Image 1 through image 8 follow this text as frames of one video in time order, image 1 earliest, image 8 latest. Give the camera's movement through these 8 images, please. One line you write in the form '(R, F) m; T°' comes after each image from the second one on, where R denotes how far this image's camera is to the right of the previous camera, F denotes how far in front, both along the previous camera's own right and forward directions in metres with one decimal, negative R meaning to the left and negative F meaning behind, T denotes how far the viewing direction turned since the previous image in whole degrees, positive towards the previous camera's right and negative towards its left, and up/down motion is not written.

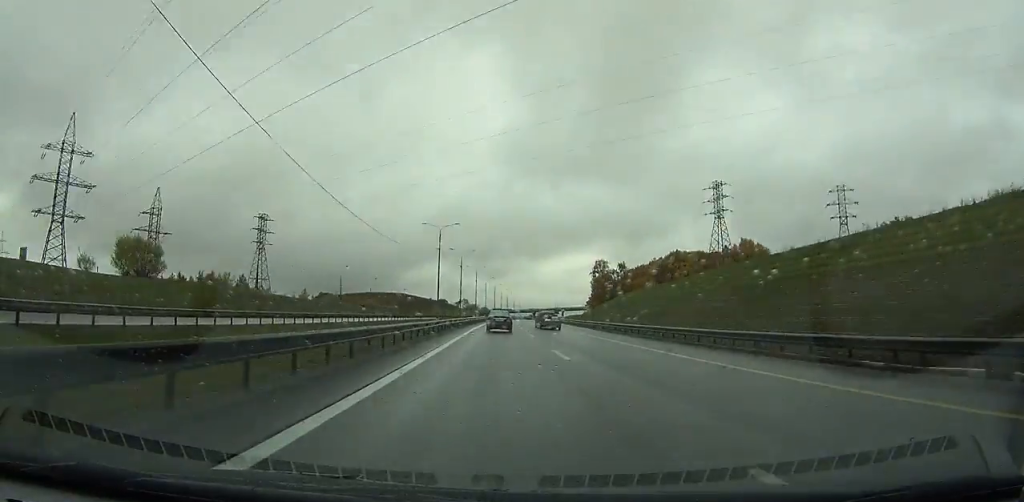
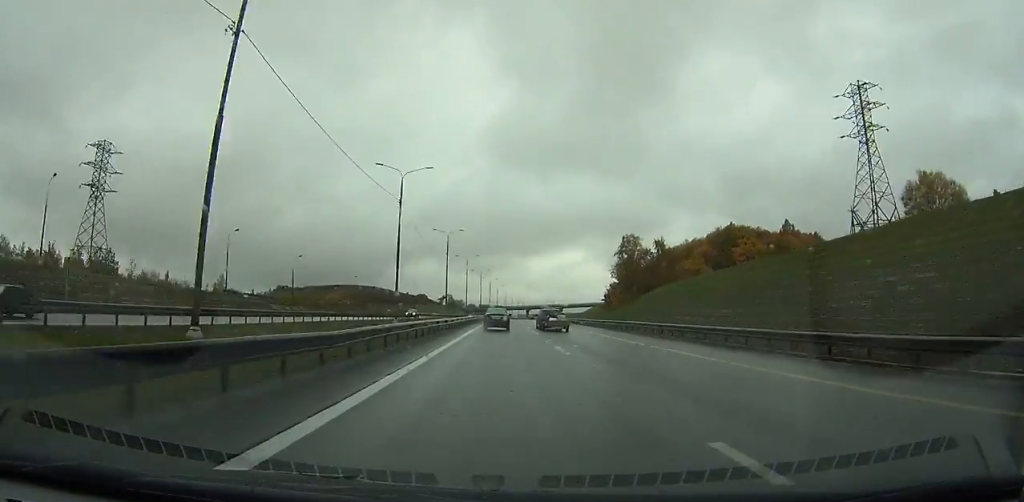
(+0.6, +61.8) m; +1°
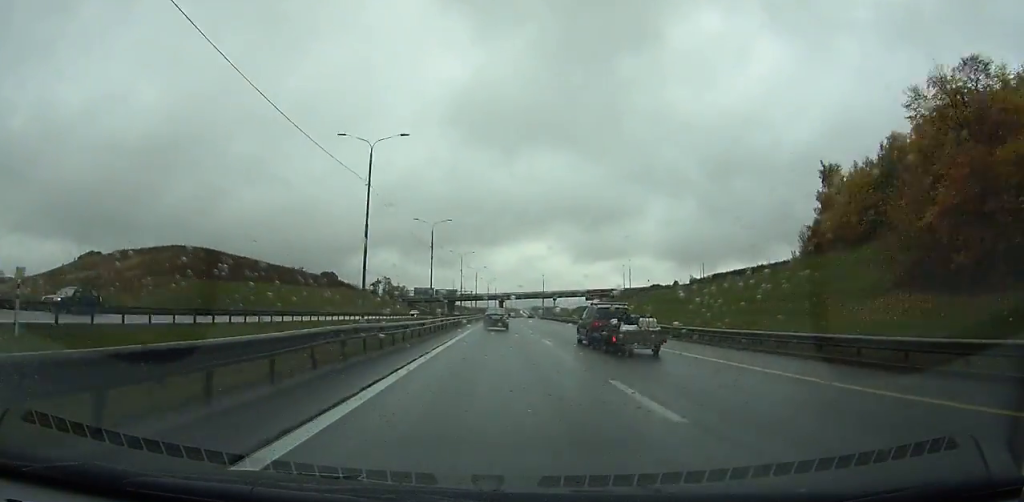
(+4.4, +152.5) m; +3°
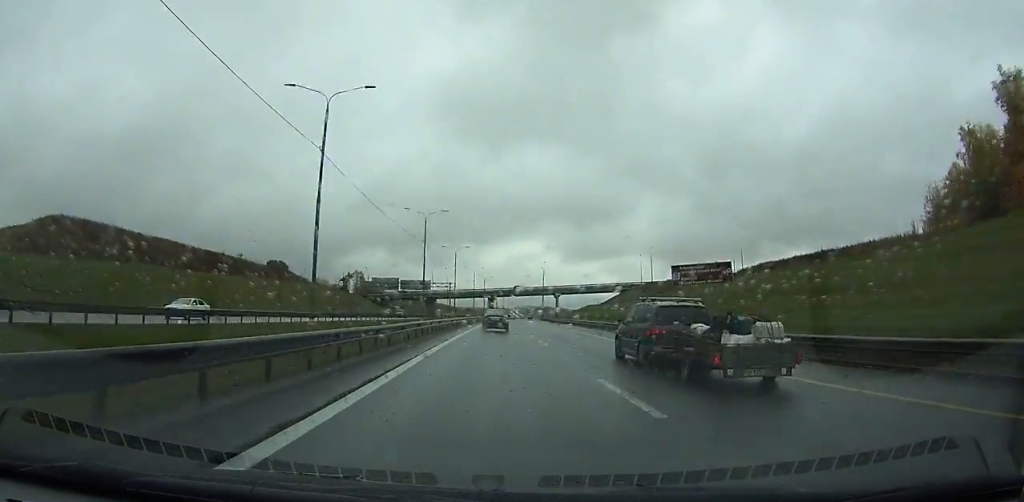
(+0.4, +47.0) m; +1°
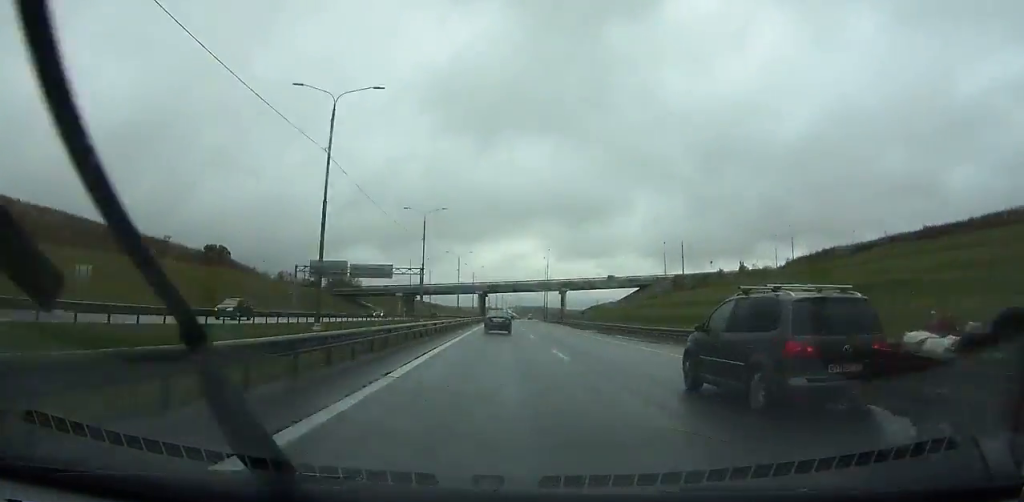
(+0.3, +38.8) m; +1°
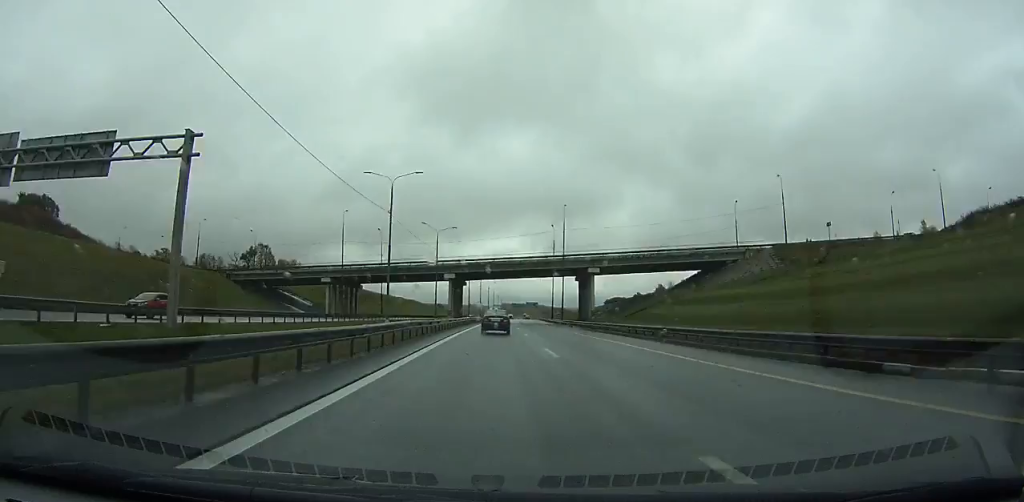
(+0.7, +61.0) m; +1°
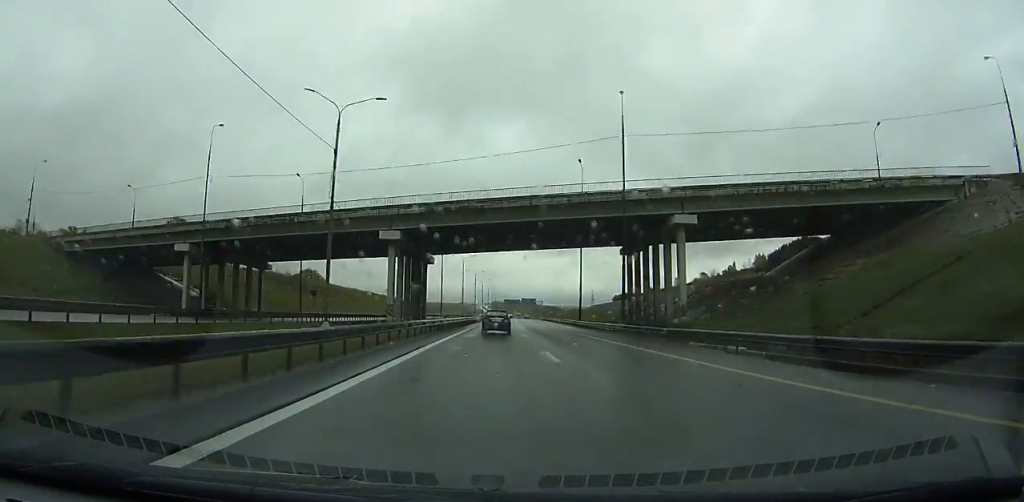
(+0.3, +49.8) m; +1°
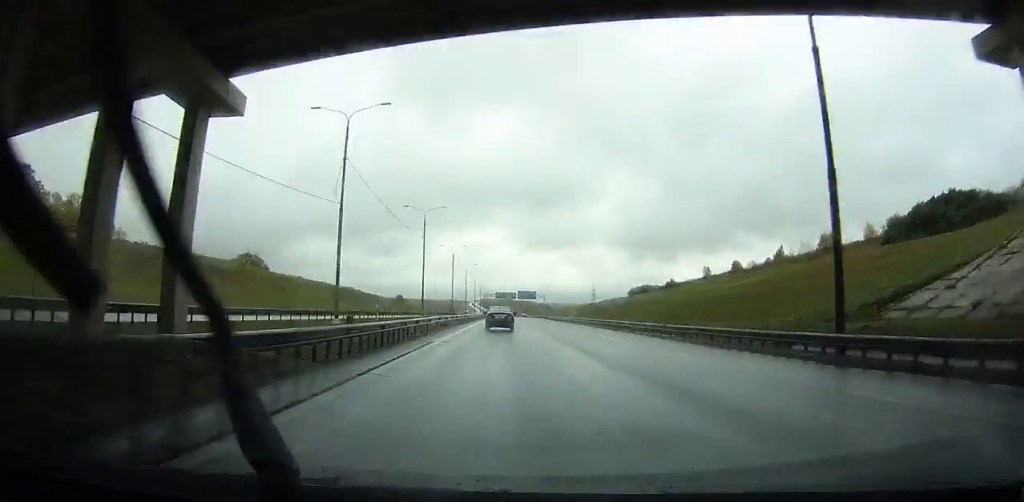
(+0.5, +55.3) m; +1°
